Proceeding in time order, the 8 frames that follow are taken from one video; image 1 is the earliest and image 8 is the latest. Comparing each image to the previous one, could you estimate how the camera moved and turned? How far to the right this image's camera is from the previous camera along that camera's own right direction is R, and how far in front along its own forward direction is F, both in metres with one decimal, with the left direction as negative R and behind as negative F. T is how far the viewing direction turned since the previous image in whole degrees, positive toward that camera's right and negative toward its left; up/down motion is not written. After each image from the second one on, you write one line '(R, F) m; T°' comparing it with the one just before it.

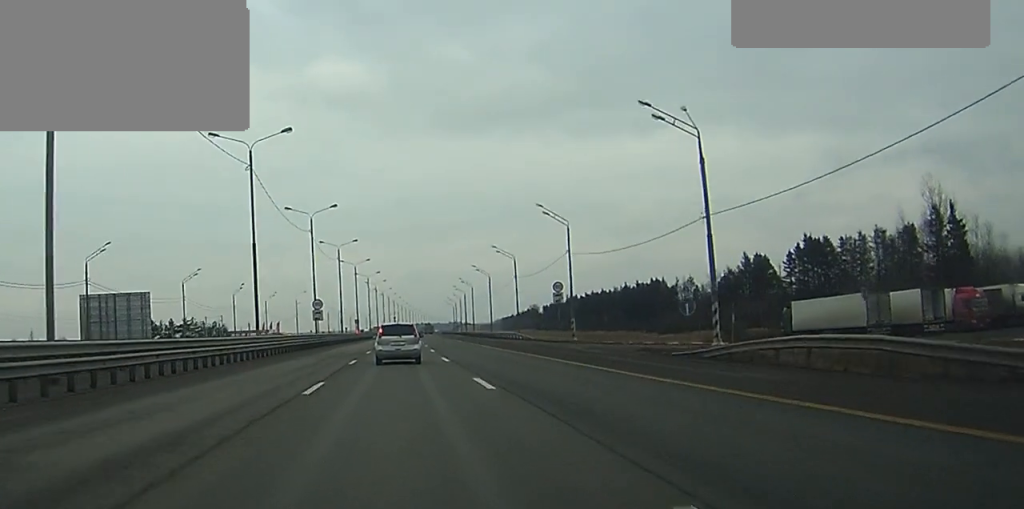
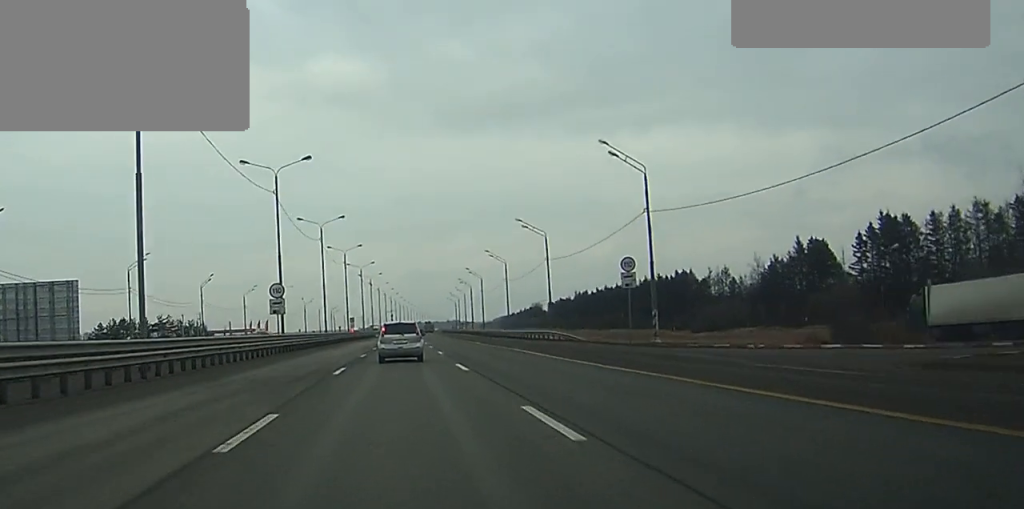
(0.0, +25.2) m; 0°
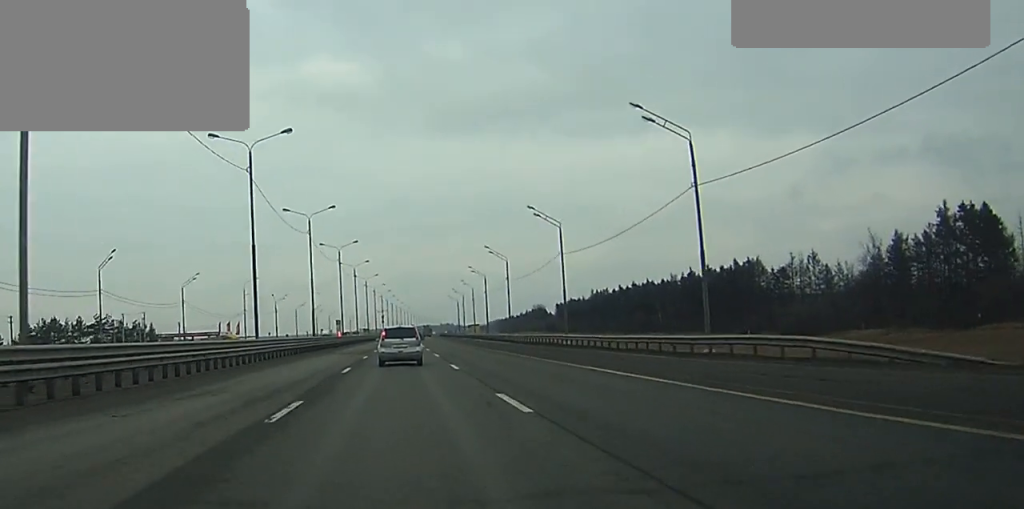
(+0.1, +43.8) m; 0°
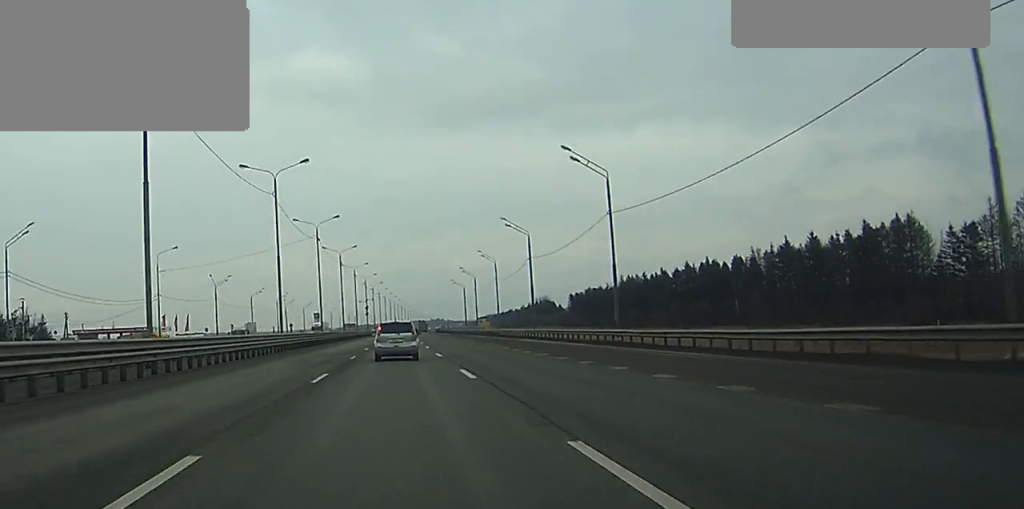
(+0.4, +55.8) m; +1°
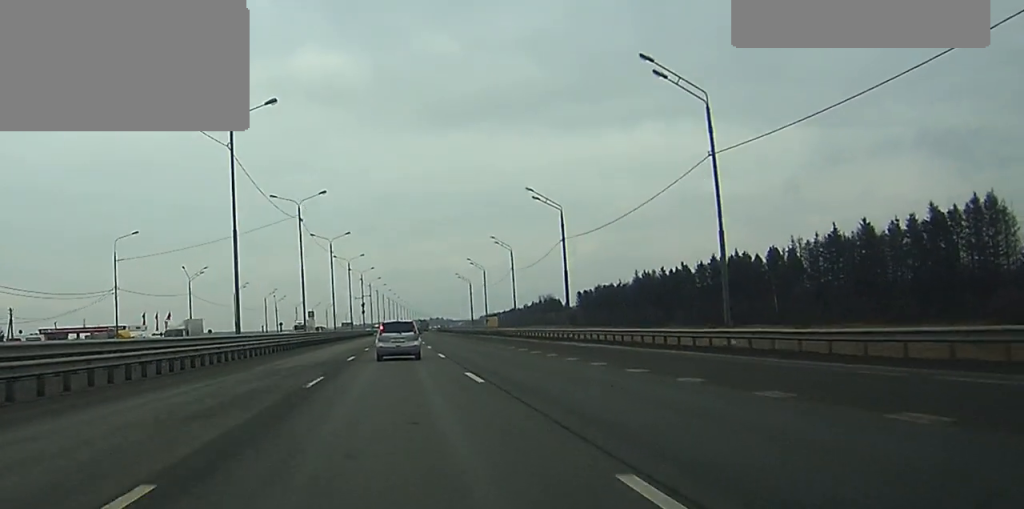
(+0.1, +17.5) m; 0°
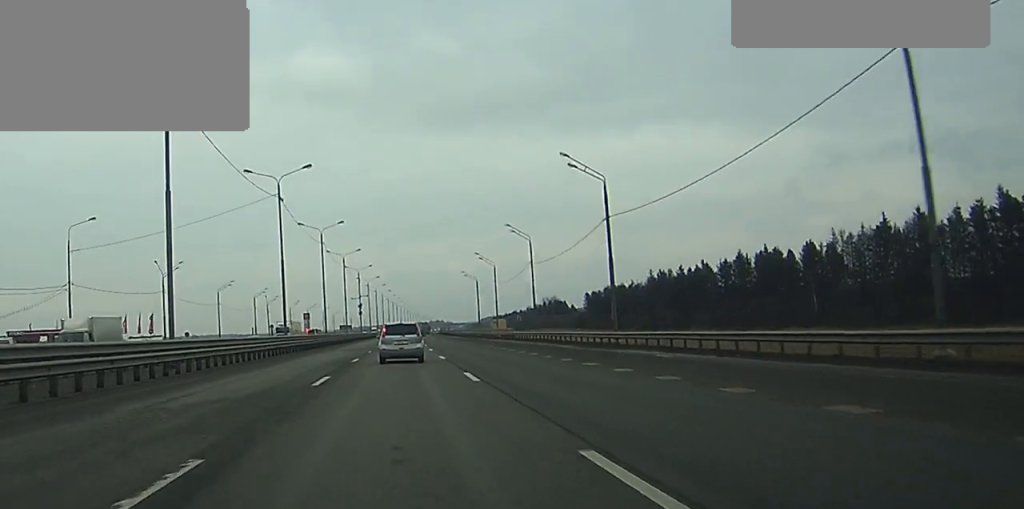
(0.0, +14.8) m; 0°
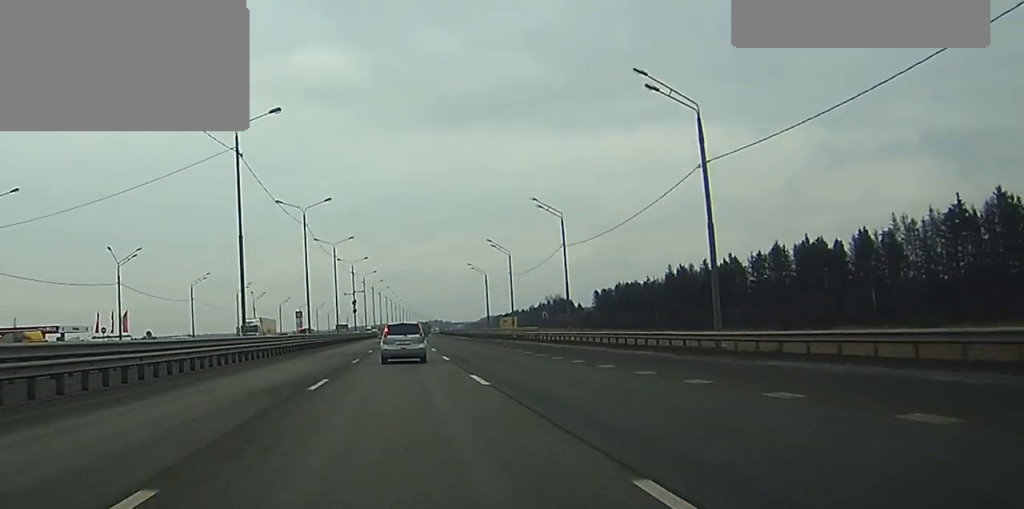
(0.0, +17.6) m; 0°
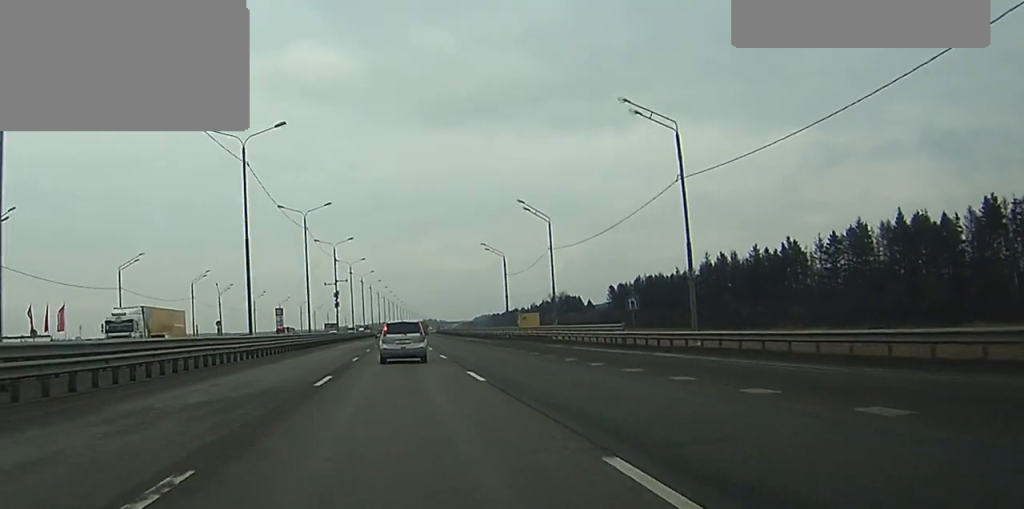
(0.0, +30.7) m; 0°
